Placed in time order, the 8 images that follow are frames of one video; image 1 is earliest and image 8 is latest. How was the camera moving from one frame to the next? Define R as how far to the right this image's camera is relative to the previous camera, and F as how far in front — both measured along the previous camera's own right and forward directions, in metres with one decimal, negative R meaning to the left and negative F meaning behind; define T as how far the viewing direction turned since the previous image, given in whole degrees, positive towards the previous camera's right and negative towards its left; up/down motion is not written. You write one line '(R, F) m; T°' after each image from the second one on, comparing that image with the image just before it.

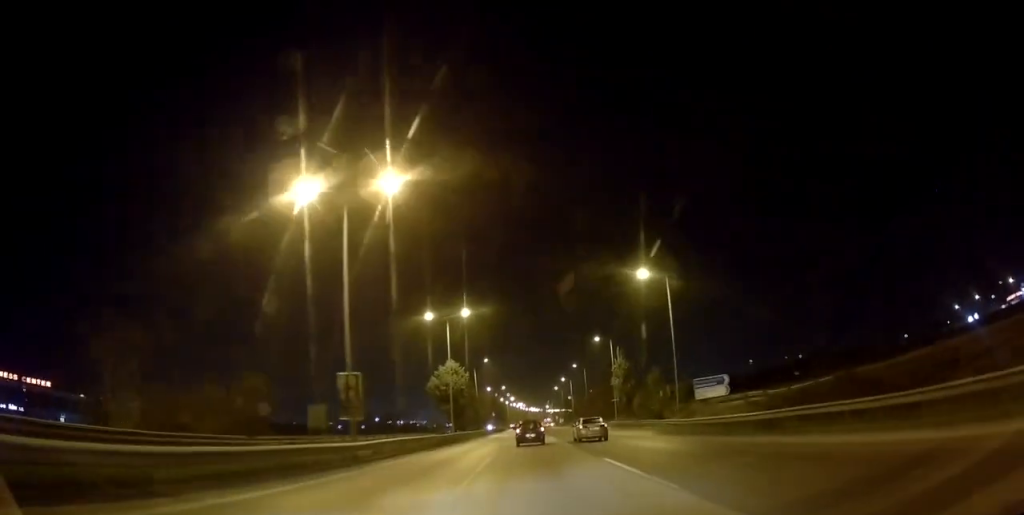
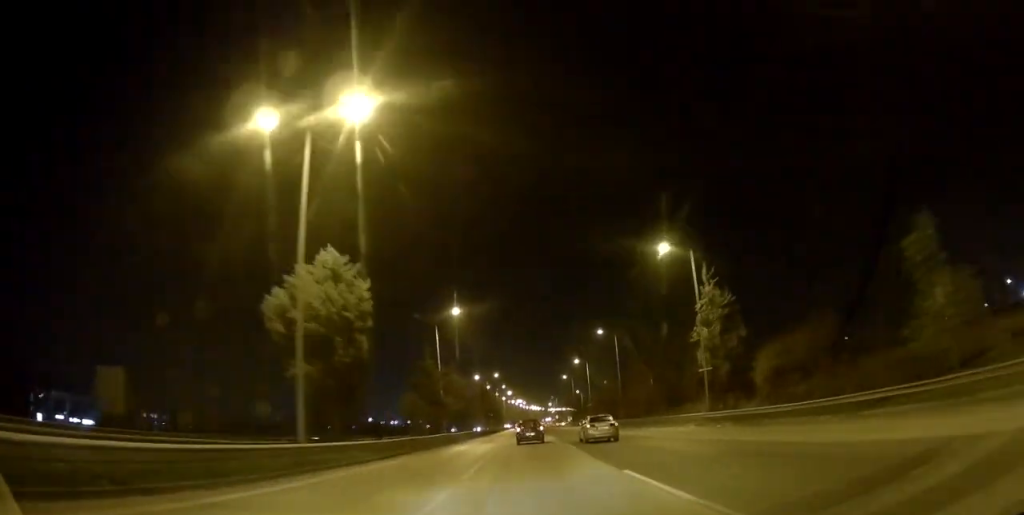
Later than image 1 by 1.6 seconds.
(-0.2, +40.7) m; -1°
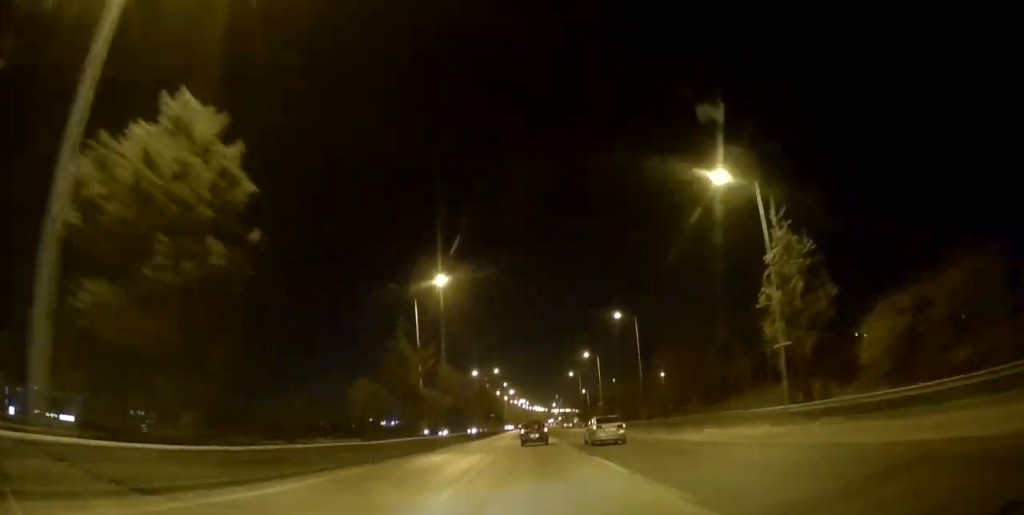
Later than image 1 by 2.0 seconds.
(-0.1, +12.6) m; 0°
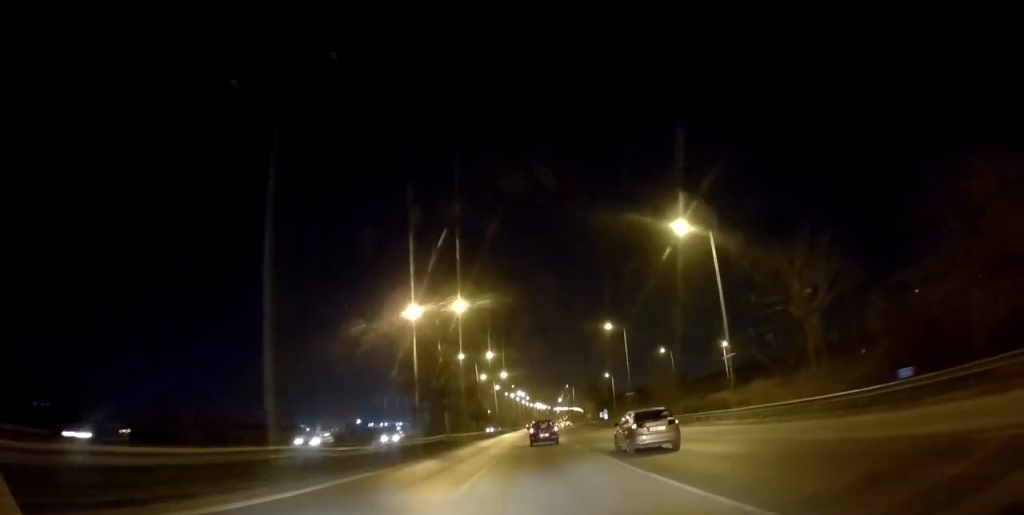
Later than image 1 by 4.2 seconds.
(+0.2, +61.1) m; +1°
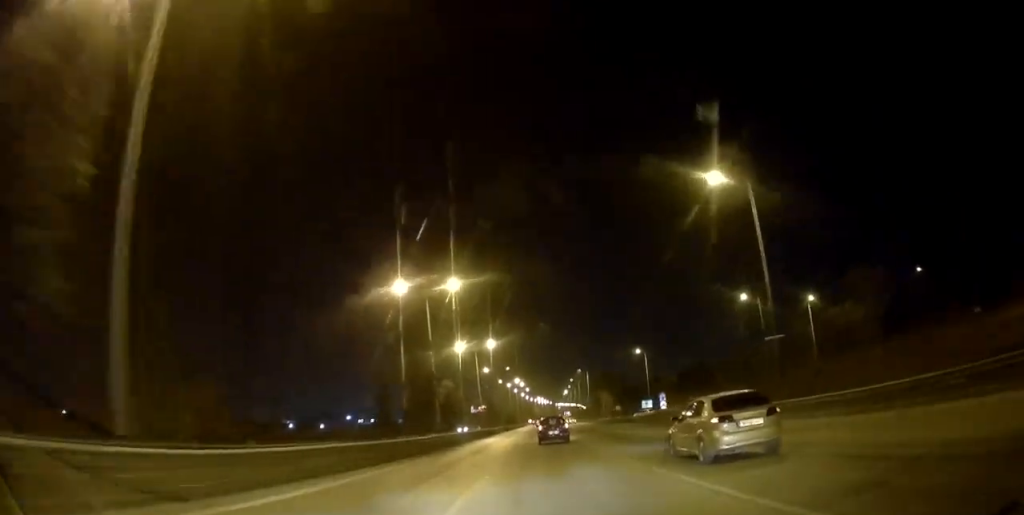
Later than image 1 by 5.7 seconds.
(-0.2, +42.0) m; -1°
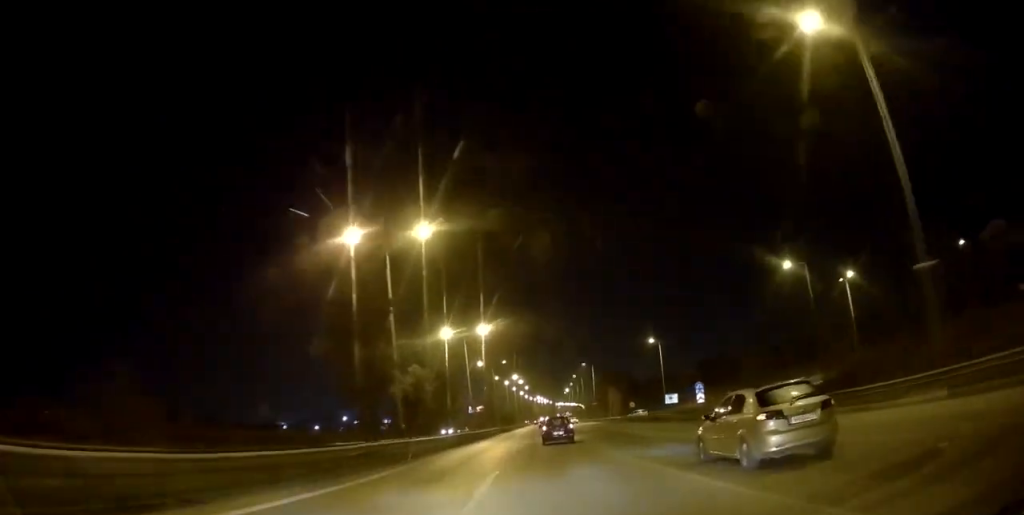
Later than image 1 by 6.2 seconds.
(-0.1, +12.8) m; 0°
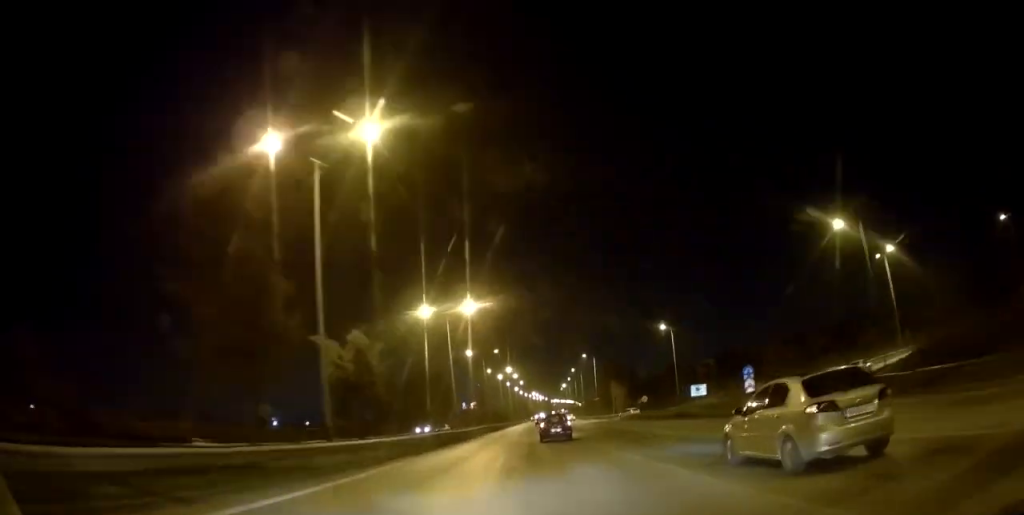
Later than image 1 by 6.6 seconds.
(0.0, +11.4) m; 0°
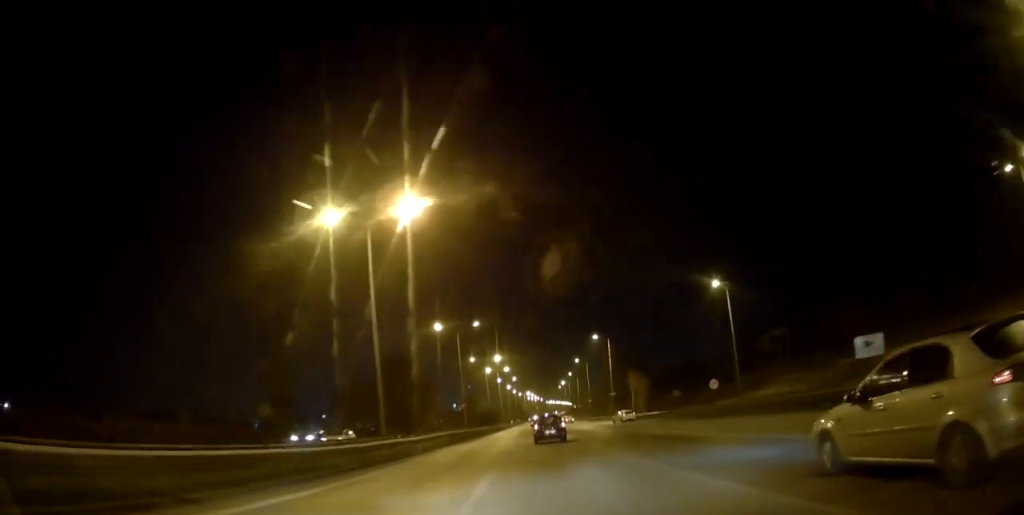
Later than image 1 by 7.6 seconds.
(+0.3, +27.8) m; +1°
